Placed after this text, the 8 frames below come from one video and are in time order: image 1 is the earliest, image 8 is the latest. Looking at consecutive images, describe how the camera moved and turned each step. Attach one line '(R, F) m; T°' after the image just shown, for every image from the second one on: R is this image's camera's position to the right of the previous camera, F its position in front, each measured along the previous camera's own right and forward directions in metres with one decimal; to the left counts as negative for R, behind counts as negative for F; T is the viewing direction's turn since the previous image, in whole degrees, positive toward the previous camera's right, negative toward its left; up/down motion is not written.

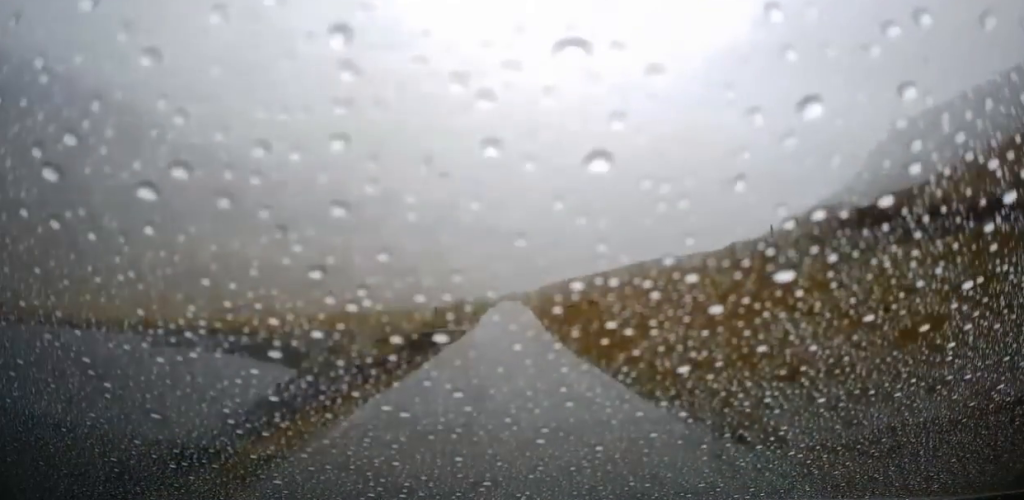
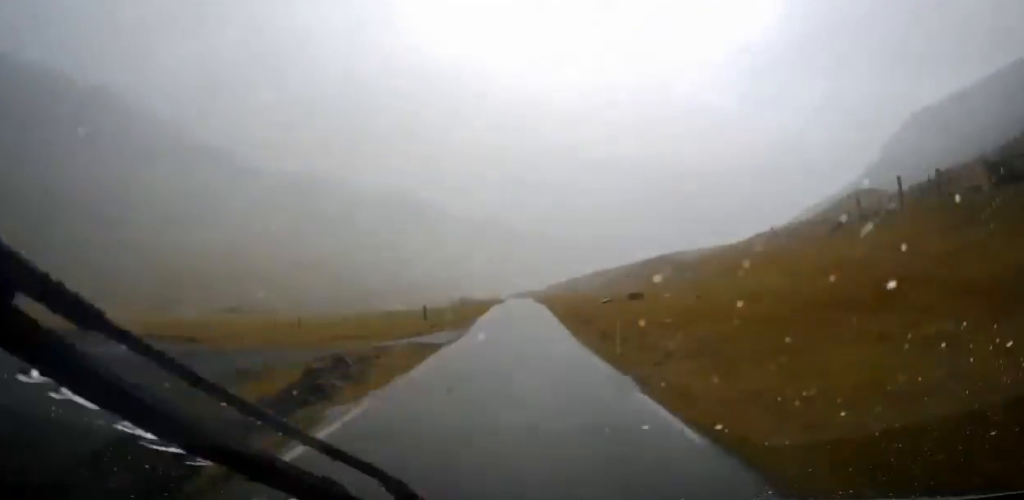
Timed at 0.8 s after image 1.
(+0.5, +12.4) m; -2°
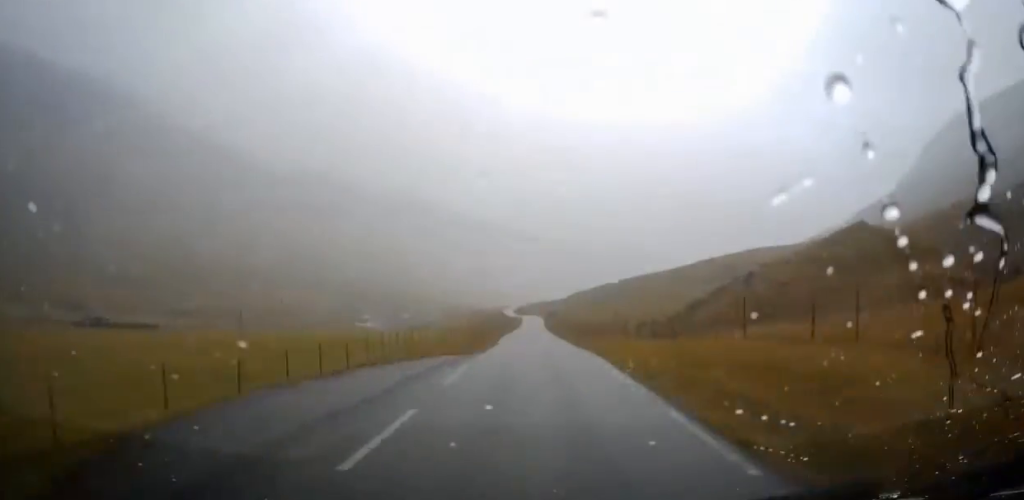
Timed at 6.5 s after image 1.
(-6.2, +91.1) m; -4°
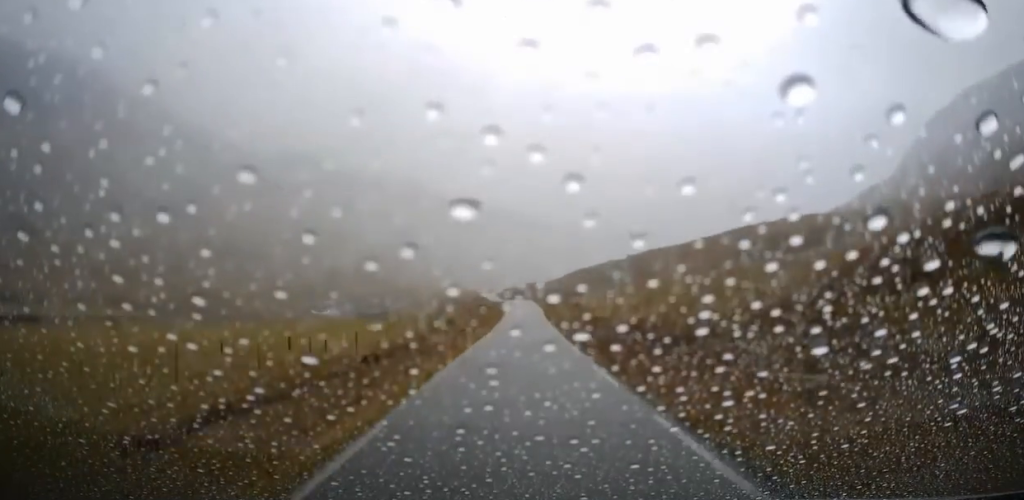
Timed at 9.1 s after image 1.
(0.0, +43.8) m; 0°
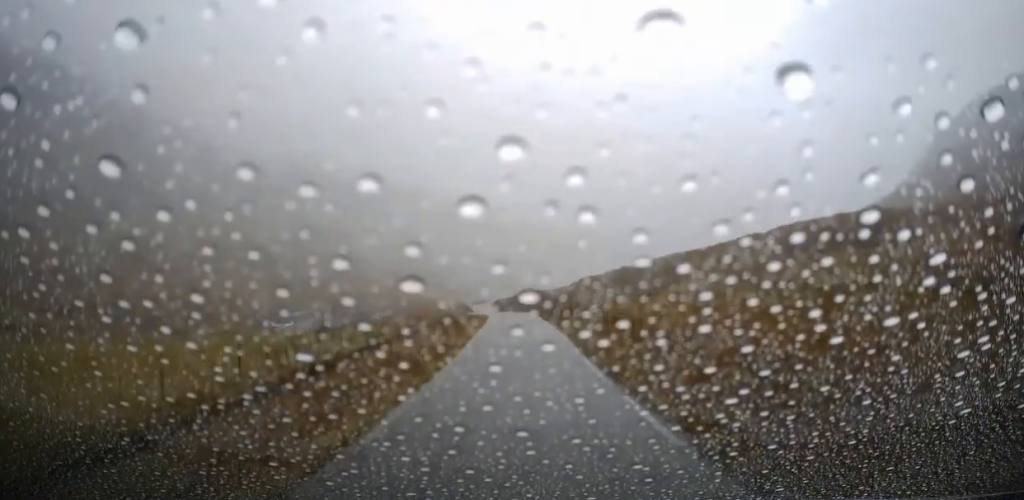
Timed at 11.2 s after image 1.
(0.0, +34.0) m; 0°
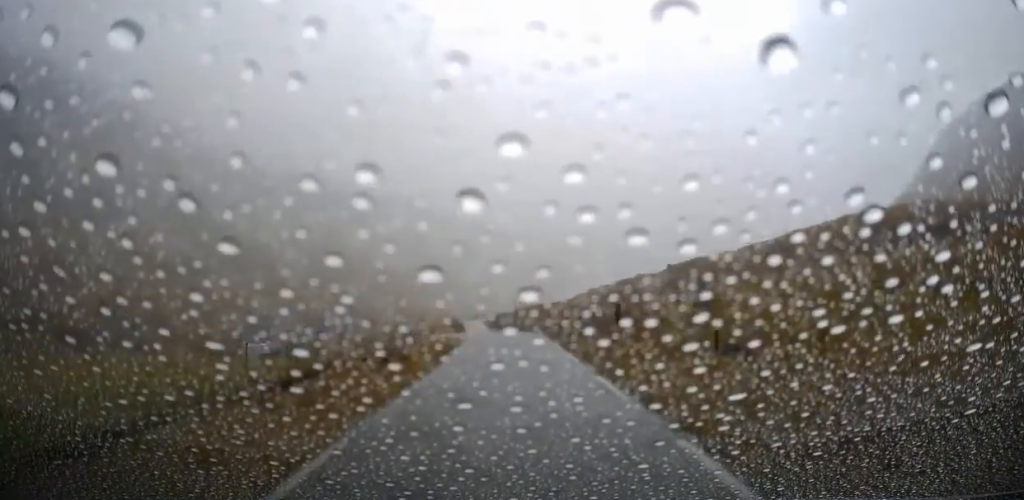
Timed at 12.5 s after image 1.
(0.0, +20.8) m; 0°
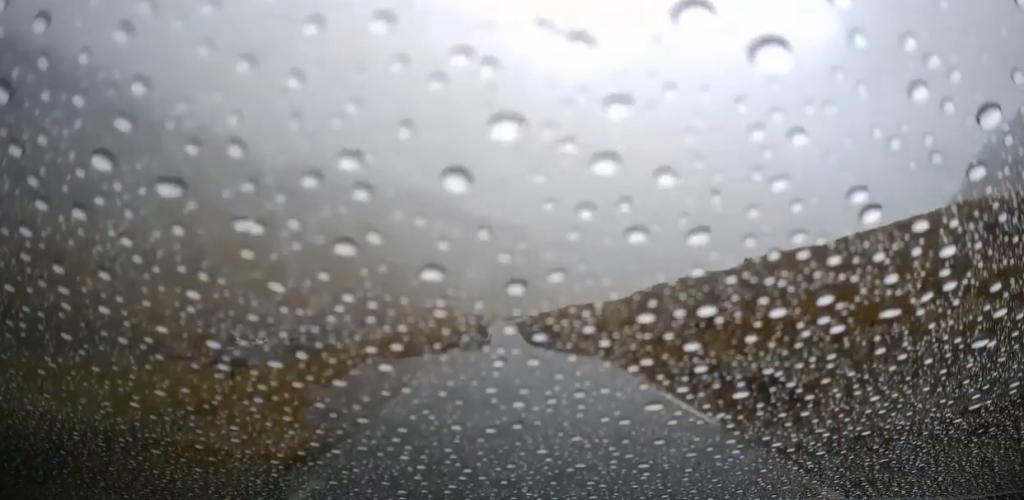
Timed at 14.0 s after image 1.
(0.0, +25.0) m; 0°
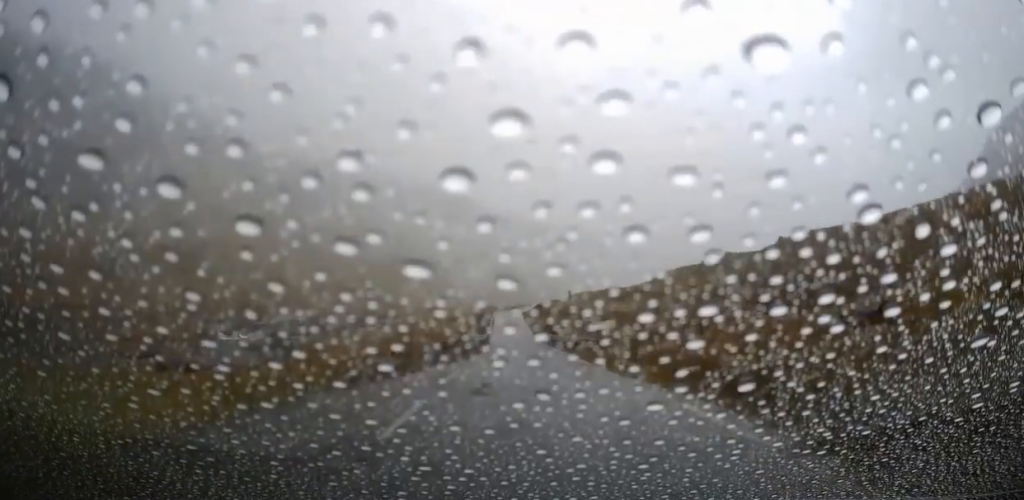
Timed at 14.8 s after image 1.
(0.0, +13.0) m; 0°
